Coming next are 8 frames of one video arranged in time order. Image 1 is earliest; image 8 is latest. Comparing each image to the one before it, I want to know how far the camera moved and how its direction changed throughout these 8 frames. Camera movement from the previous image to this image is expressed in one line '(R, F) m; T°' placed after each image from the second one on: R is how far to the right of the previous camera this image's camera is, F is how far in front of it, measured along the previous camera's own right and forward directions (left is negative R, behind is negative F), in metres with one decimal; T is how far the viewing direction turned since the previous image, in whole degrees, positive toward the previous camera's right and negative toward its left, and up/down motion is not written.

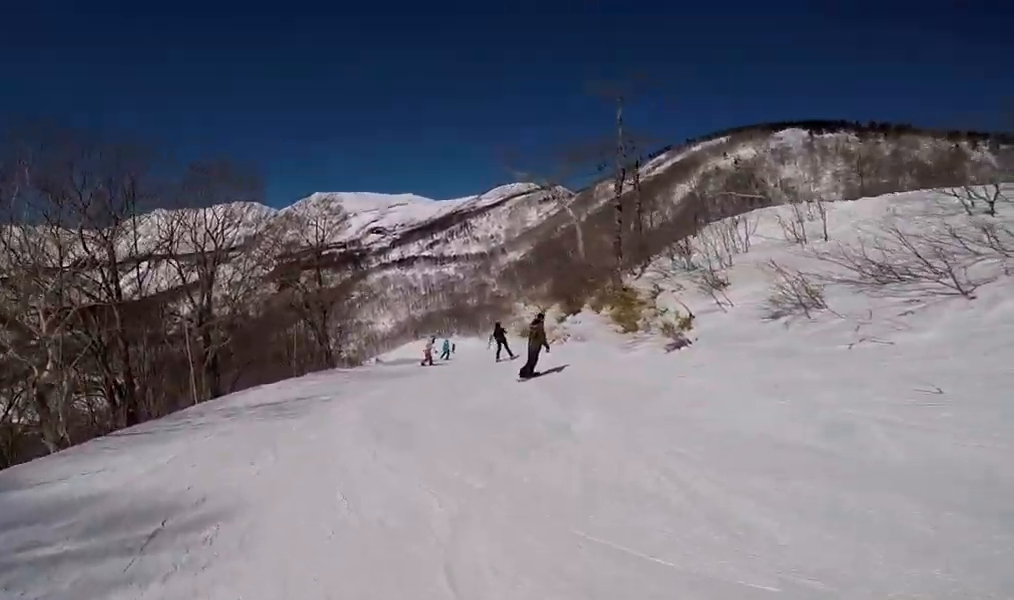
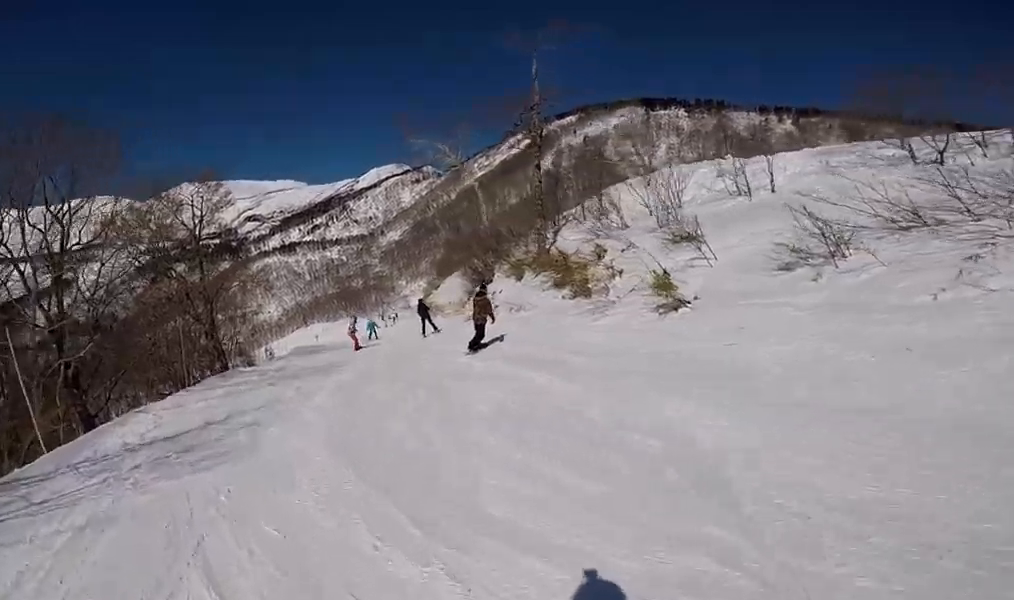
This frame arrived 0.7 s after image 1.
(+0.3, +3.4) m; +10°
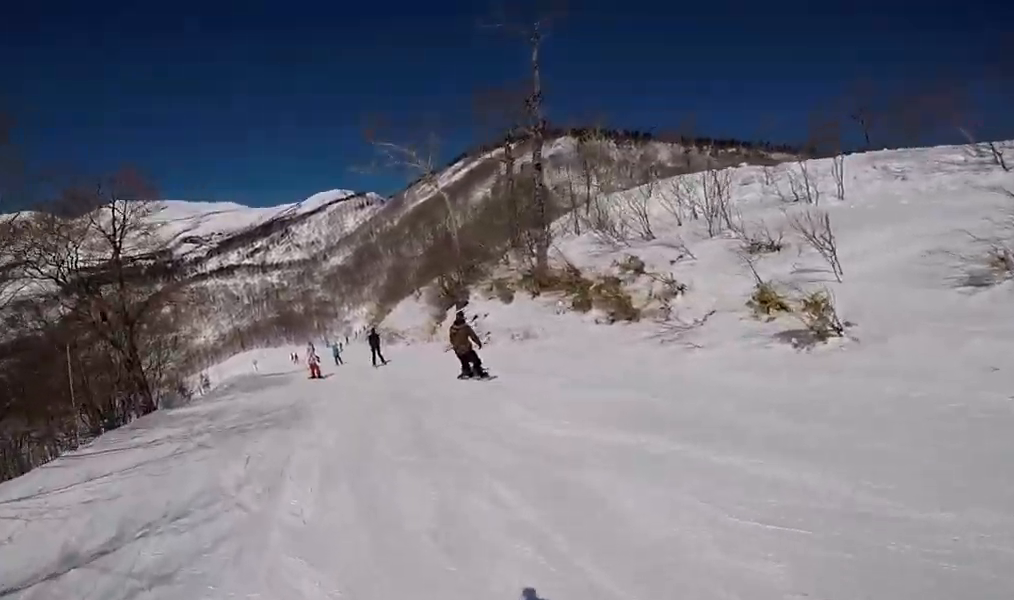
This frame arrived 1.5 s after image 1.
(0.0, +3.8) m; +14°
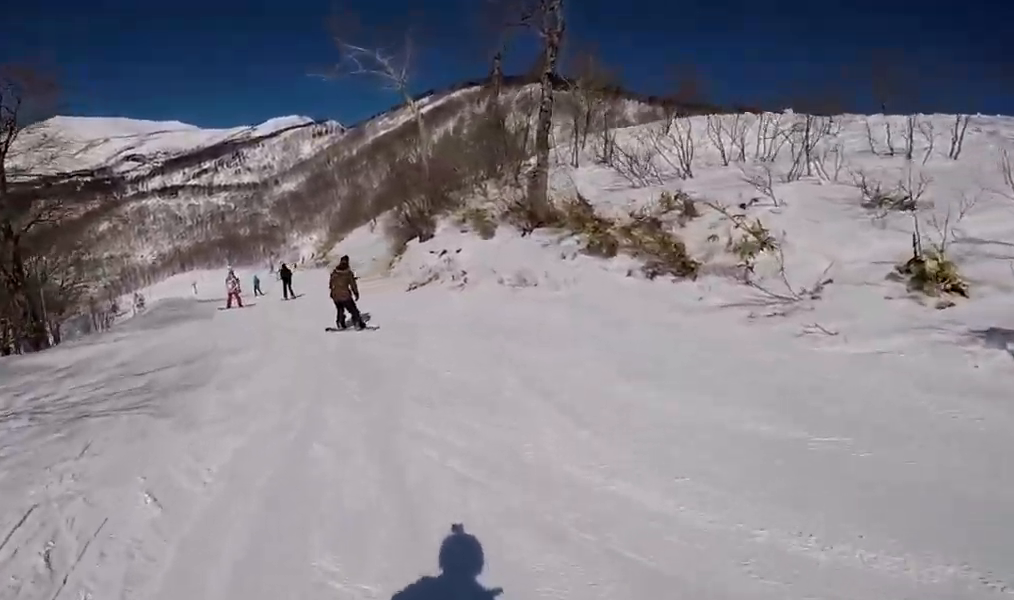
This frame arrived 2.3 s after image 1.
(+1.1, +3.0) m; +9°
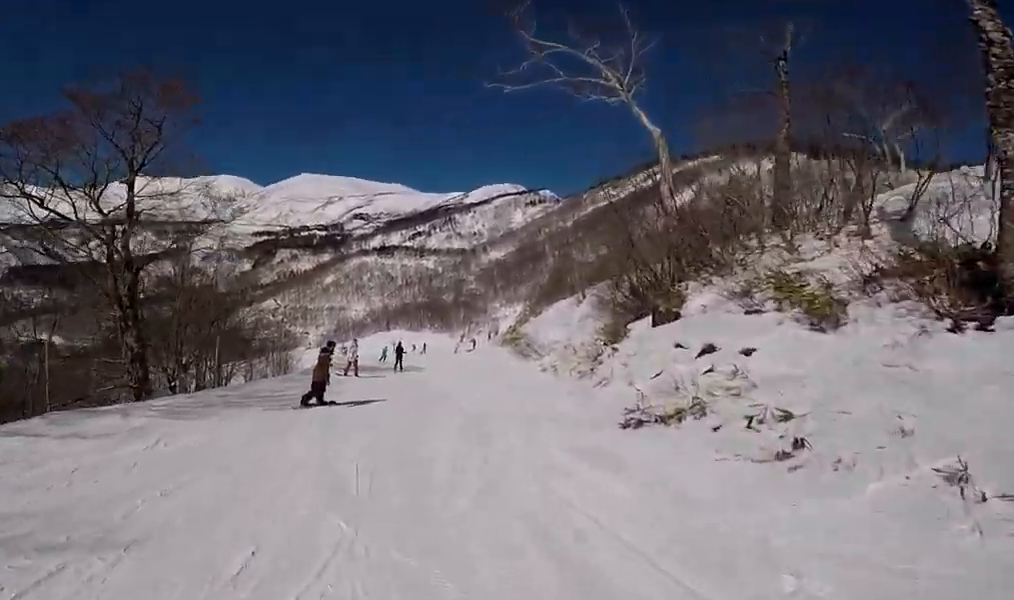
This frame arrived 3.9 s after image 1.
(-1.2, +7.3) m; -17°
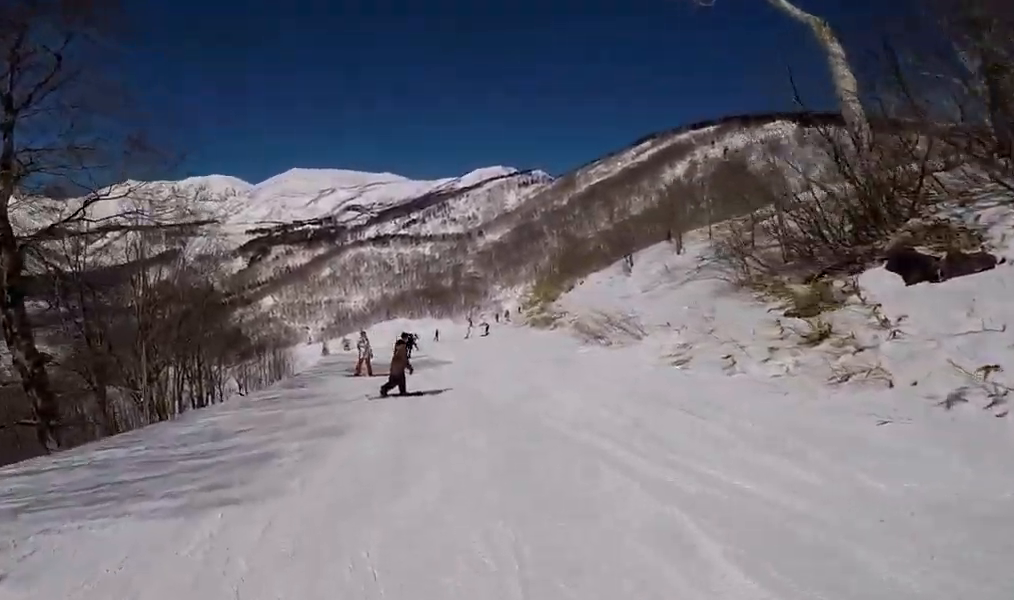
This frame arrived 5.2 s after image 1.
(-0.7, +5.7) m; -10°
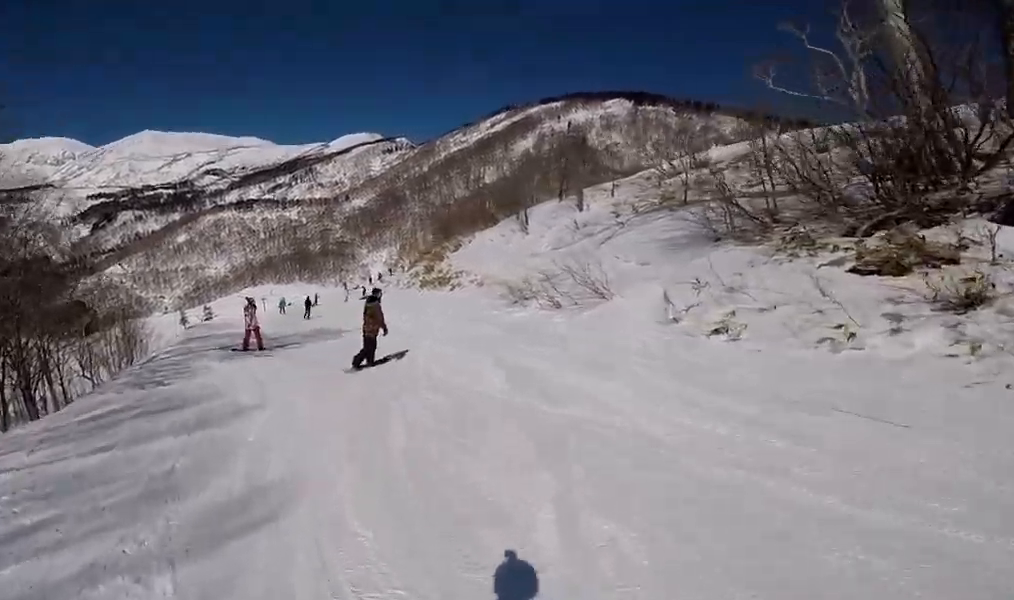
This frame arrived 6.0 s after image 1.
(-0.1, +3.5) m; +10°
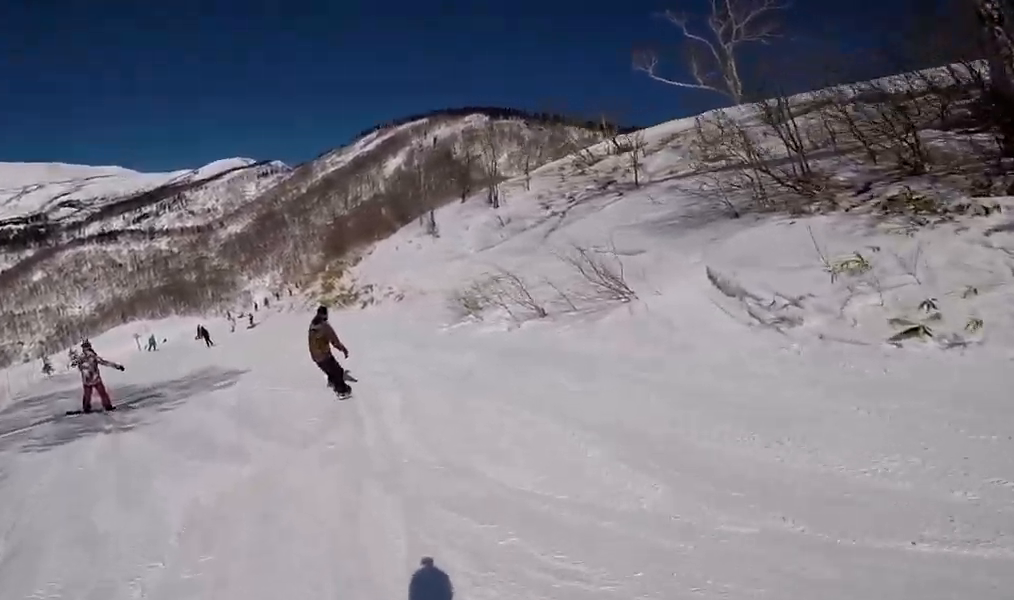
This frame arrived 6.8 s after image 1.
(+0.4, +3.1) m; +12°
